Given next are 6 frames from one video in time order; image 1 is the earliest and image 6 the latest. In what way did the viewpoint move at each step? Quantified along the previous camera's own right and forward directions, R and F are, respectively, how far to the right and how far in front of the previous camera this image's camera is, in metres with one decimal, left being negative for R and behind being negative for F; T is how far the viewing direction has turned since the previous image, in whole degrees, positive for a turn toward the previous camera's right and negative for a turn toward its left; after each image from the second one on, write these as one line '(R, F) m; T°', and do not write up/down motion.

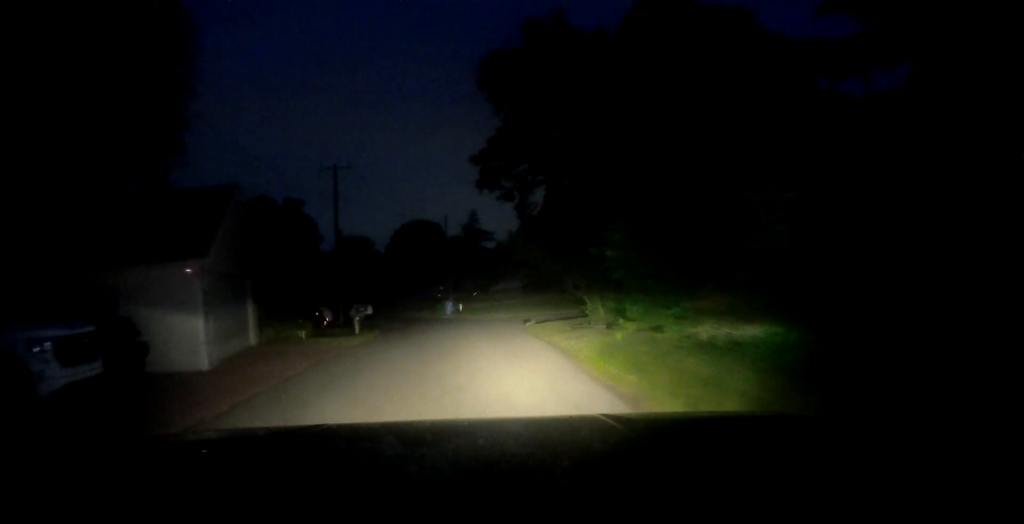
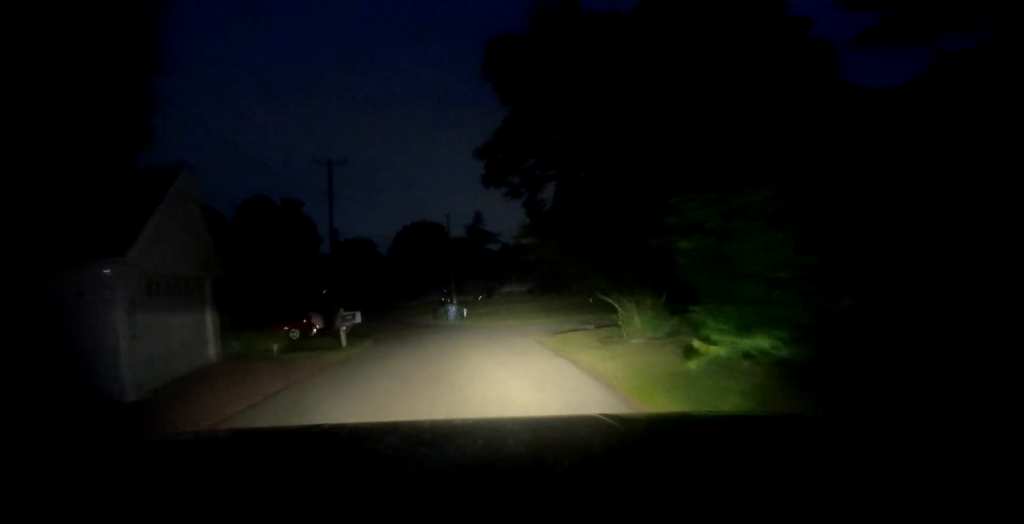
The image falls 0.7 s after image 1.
(-0.3, +3.6) m; -3°
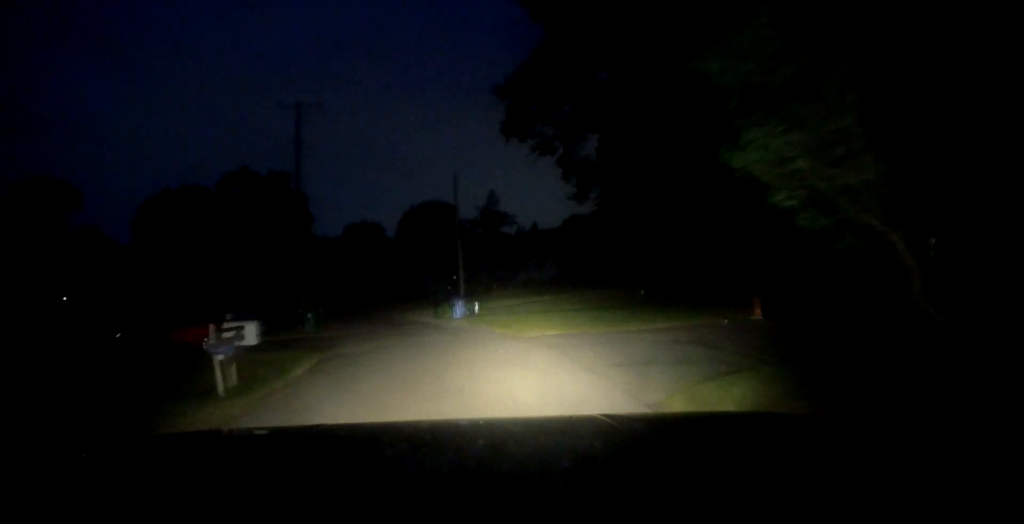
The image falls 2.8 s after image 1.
(+0.1, +11.5) m; +4°
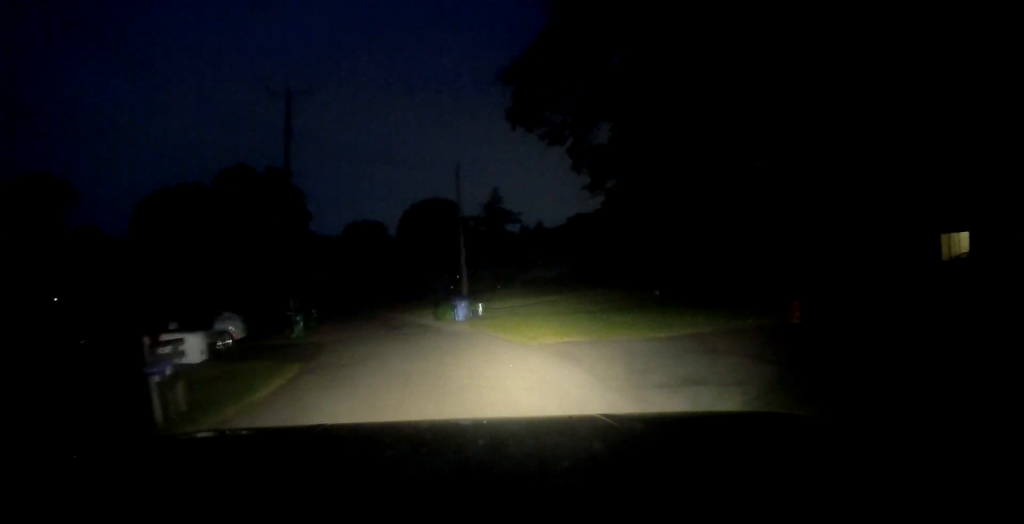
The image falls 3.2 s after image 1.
(0.0, +2.3) m; -1°
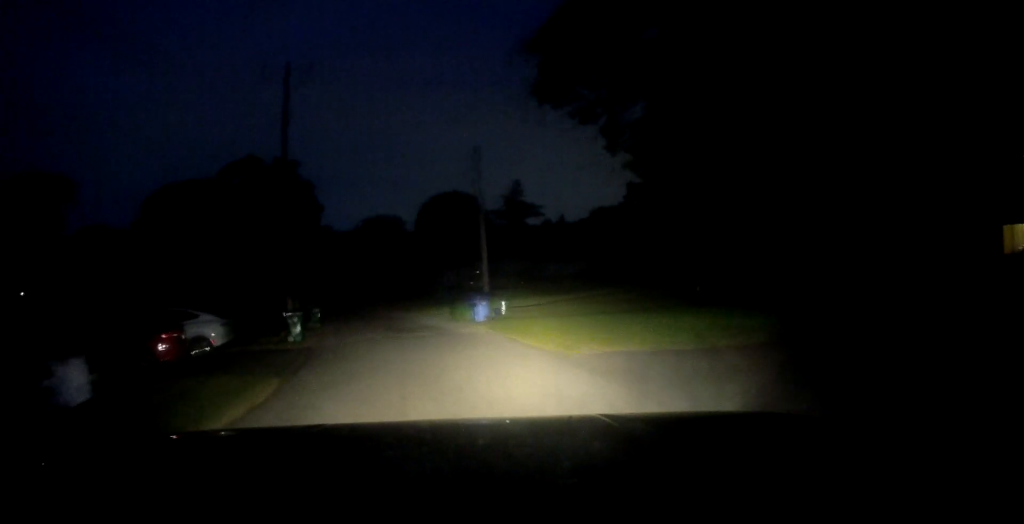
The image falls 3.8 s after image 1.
(+0.2, +3.1) m; -5°
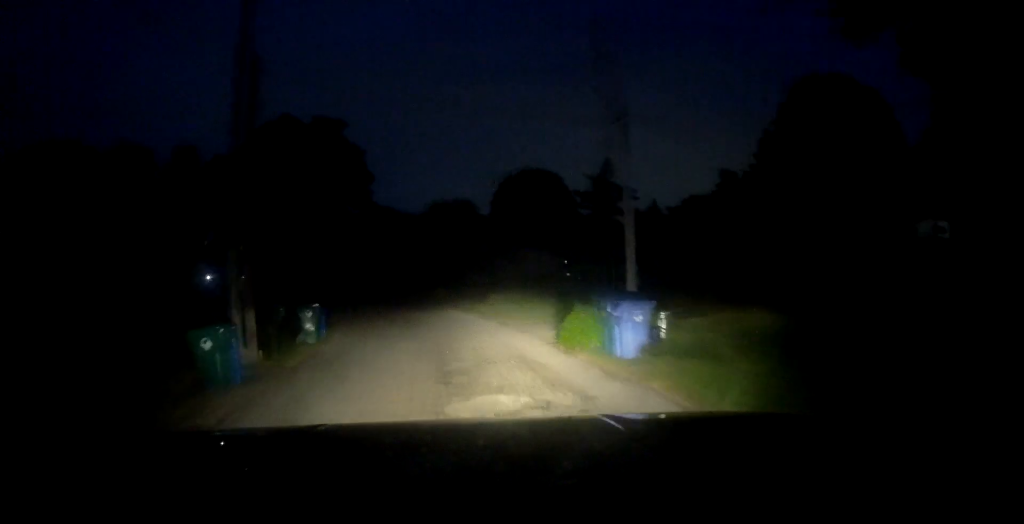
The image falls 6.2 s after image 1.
(-2.0, +12.5) m; -9°
